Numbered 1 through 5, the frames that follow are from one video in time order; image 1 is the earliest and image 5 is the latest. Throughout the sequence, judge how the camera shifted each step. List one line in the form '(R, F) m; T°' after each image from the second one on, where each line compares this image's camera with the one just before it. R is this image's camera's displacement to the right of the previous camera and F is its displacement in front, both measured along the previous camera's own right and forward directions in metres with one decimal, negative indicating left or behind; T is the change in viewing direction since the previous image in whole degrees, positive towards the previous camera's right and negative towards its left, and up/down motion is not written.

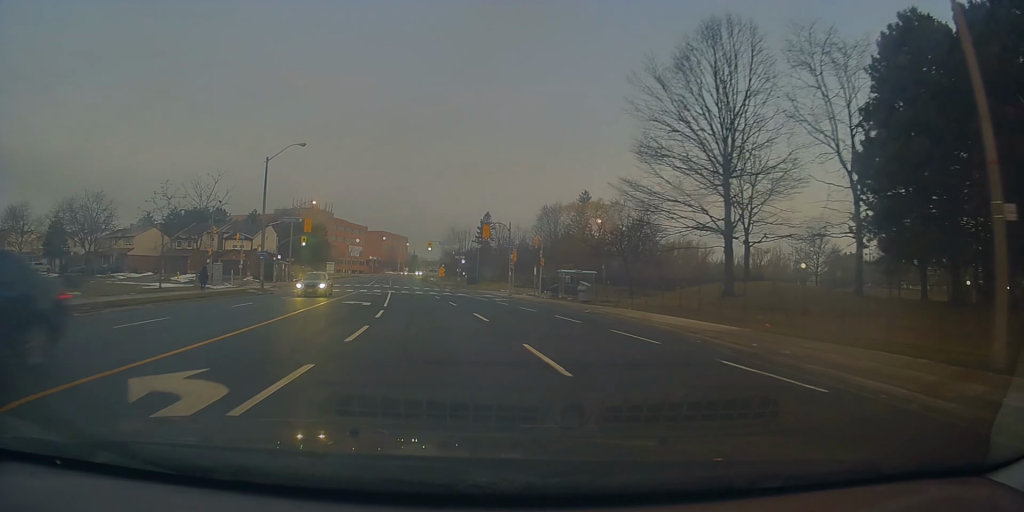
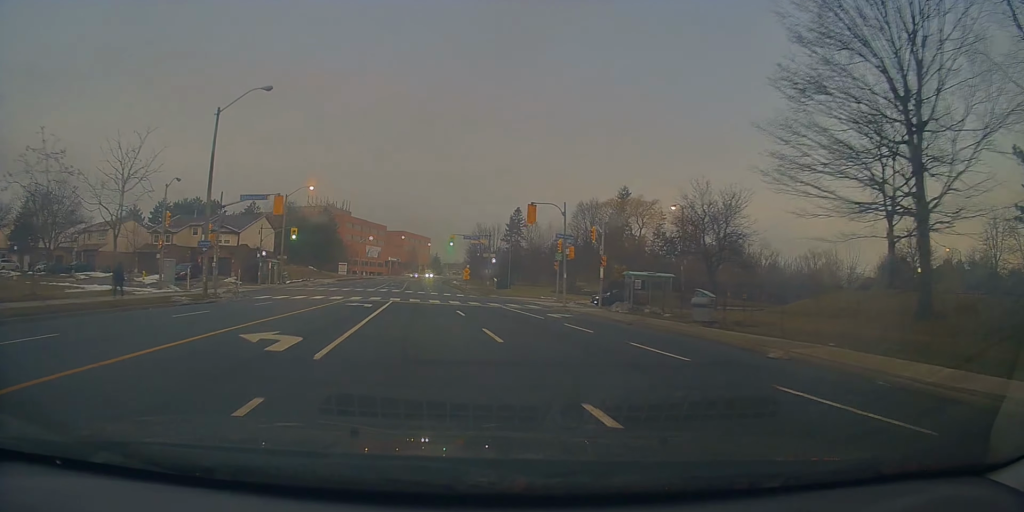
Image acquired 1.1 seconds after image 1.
(-0.3, +14.5) m; -2°
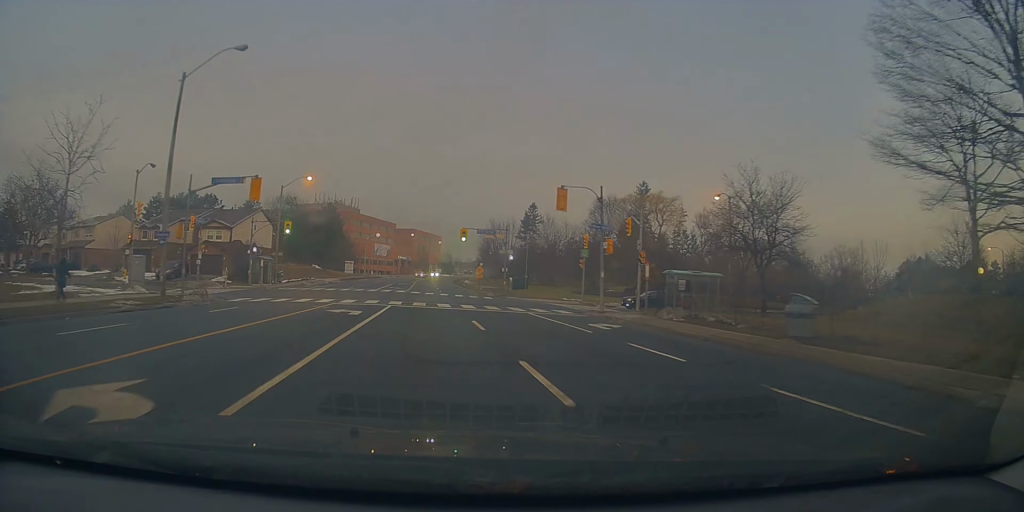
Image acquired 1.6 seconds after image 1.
(+0.2, +6.2) m; -1°
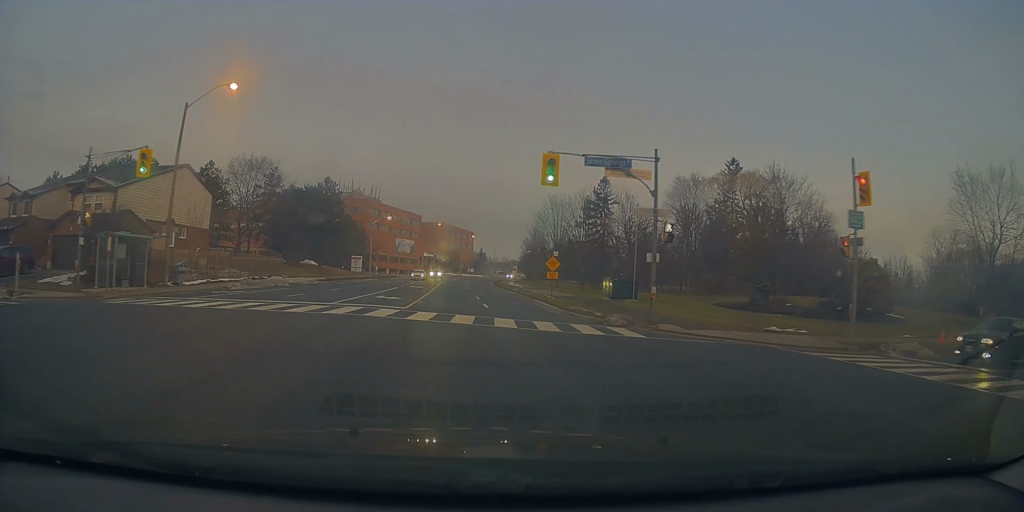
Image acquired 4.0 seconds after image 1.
(-0.9, +30.5) m; -2°
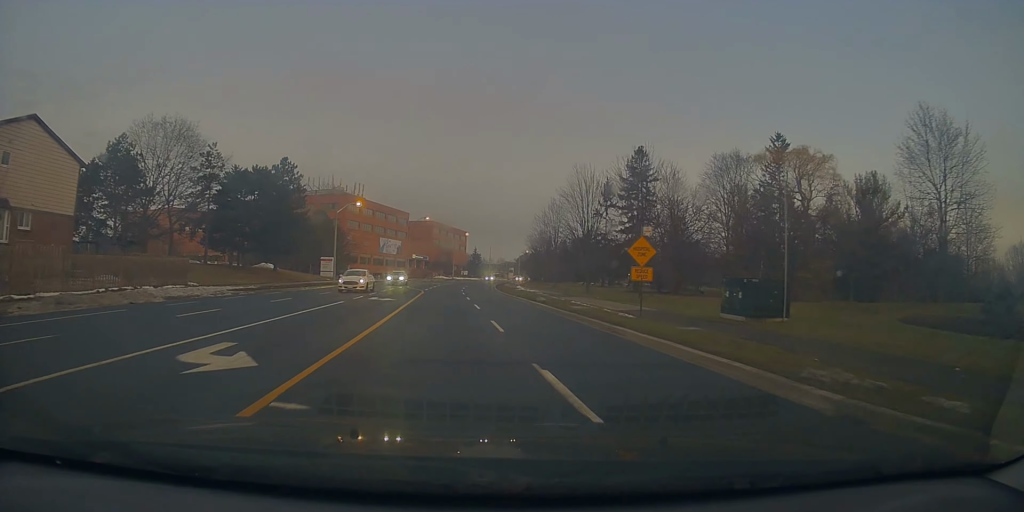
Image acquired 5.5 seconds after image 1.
(-0.3, +19.1) m; -1°
